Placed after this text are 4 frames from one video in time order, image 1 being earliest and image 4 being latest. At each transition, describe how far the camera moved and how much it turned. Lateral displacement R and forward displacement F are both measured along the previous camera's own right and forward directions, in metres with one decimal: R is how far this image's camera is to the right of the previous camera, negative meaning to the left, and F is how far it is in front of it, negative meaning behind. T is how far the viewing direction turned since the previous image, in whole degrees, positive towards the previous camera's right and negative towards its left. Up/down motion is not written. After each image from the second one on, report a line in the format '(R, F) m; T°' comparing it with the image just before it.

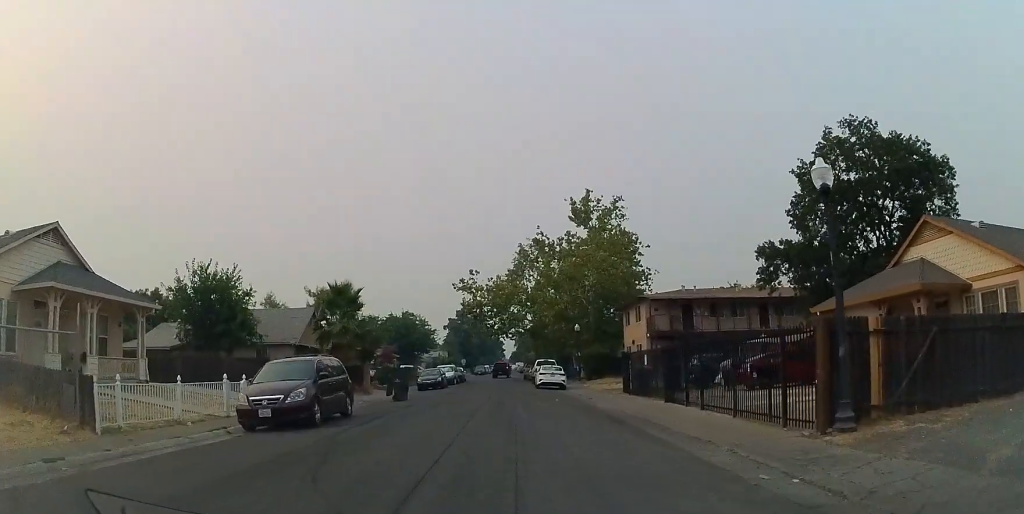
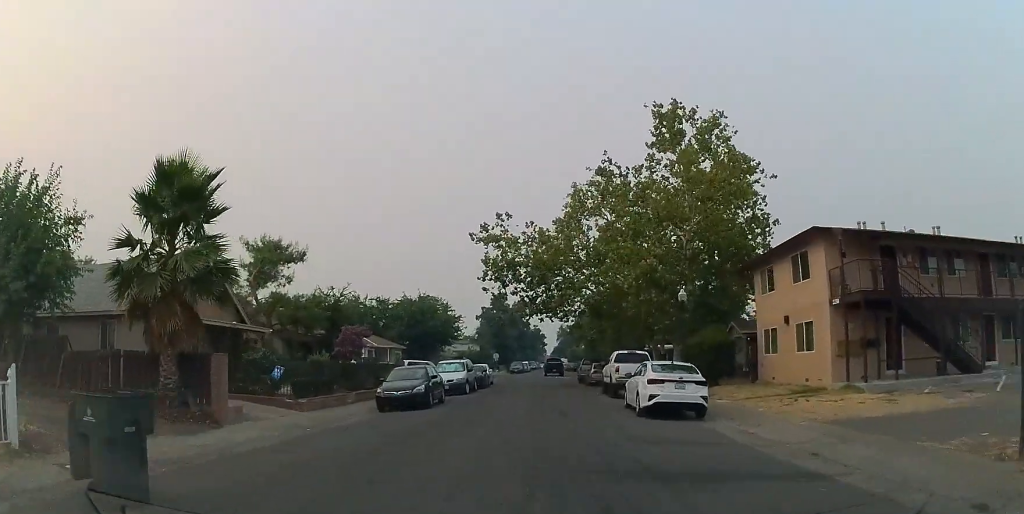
(-0.9, +21.0) m; -6°
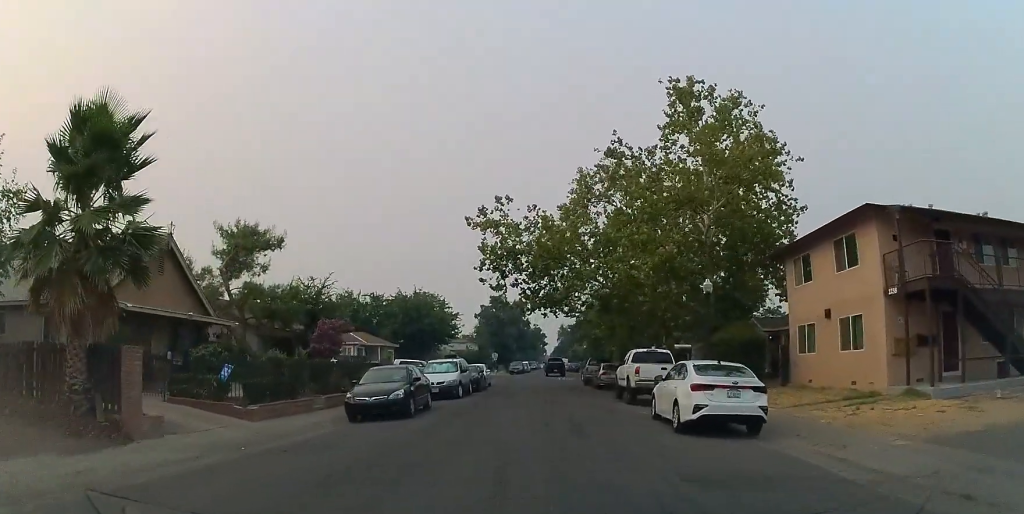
(0.0, +3.5) m; +1°
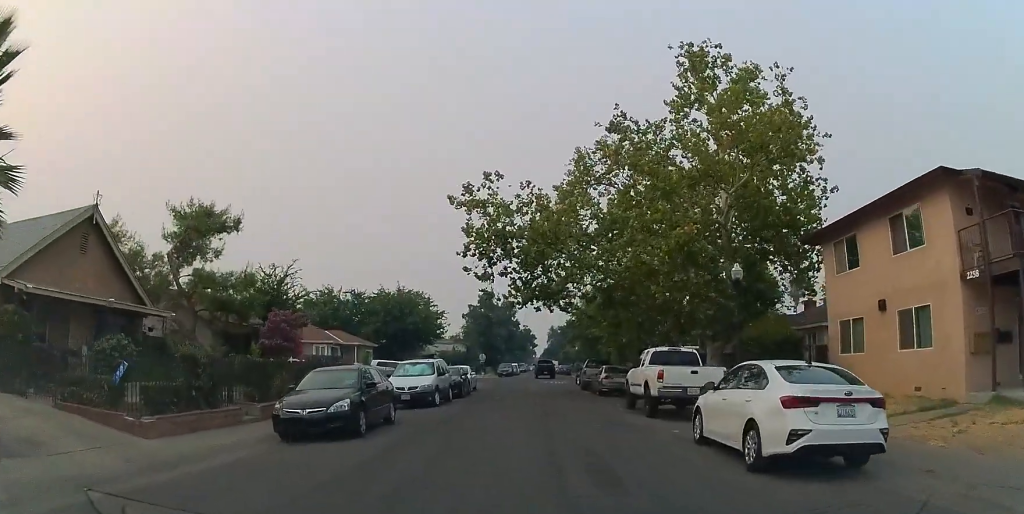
(+0.1, +4.1) m; +2°
